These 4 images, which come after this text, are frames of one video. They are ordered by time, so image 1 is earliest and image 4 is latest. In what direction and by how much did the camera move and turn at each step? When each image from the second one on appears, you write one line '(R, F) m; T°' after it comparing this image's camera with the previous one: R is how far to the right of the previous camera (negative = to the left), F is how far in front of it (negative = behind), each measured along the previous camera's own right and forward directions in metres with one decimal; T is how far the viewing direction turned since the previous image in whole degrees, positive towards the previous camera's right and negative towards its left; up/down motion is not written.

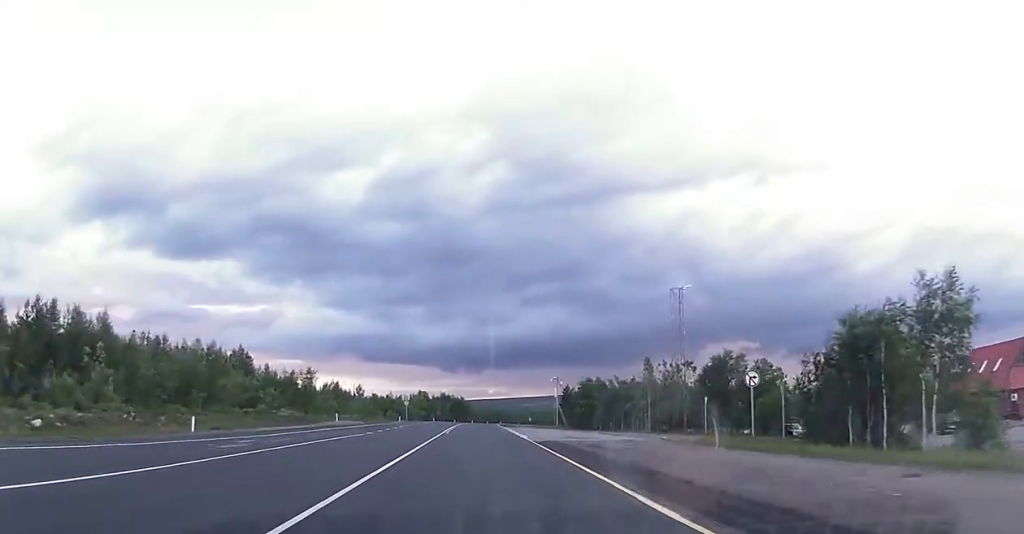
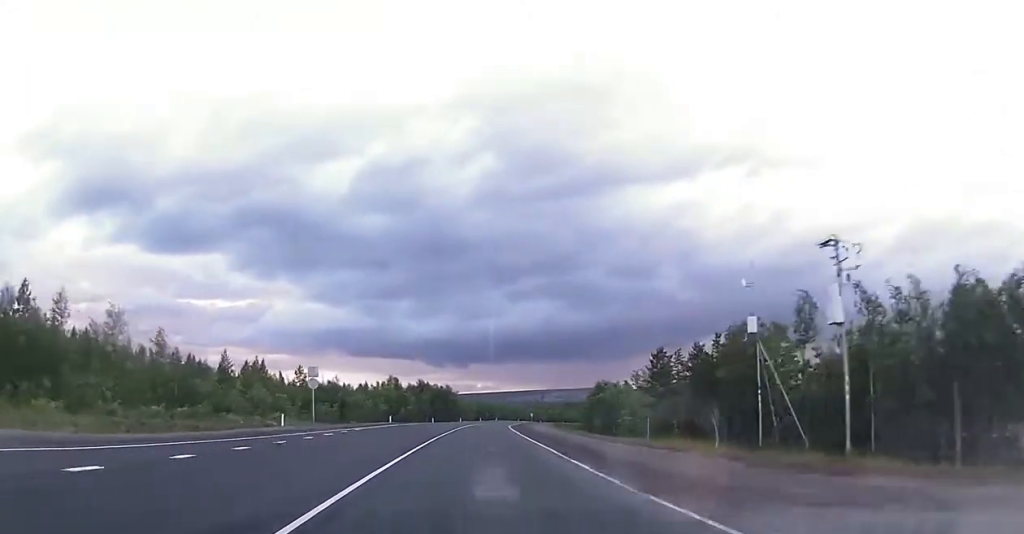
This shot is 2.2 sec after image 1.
(0.0, +56.7) m; 0°
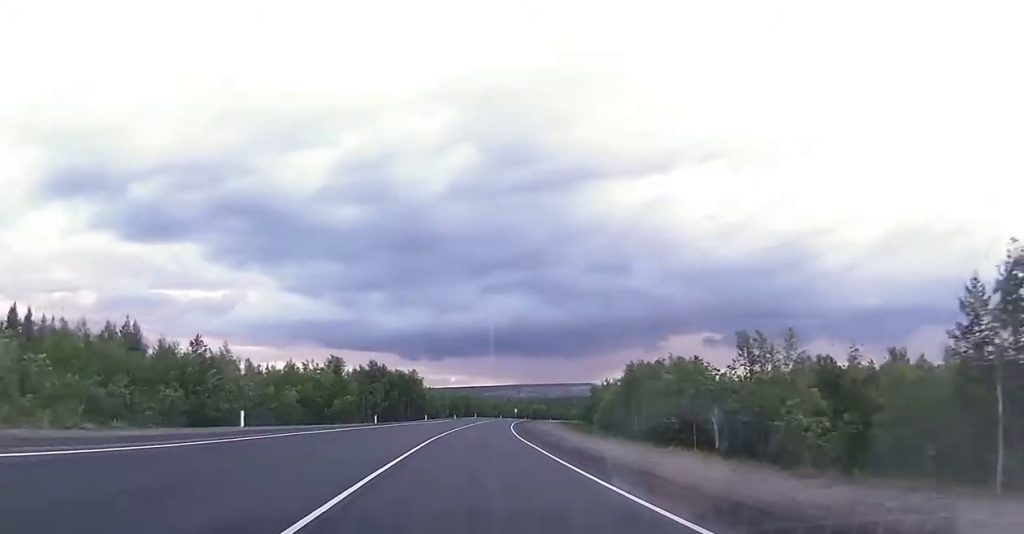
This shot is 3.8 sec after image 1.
(+0.5, +41.4) m; +2°
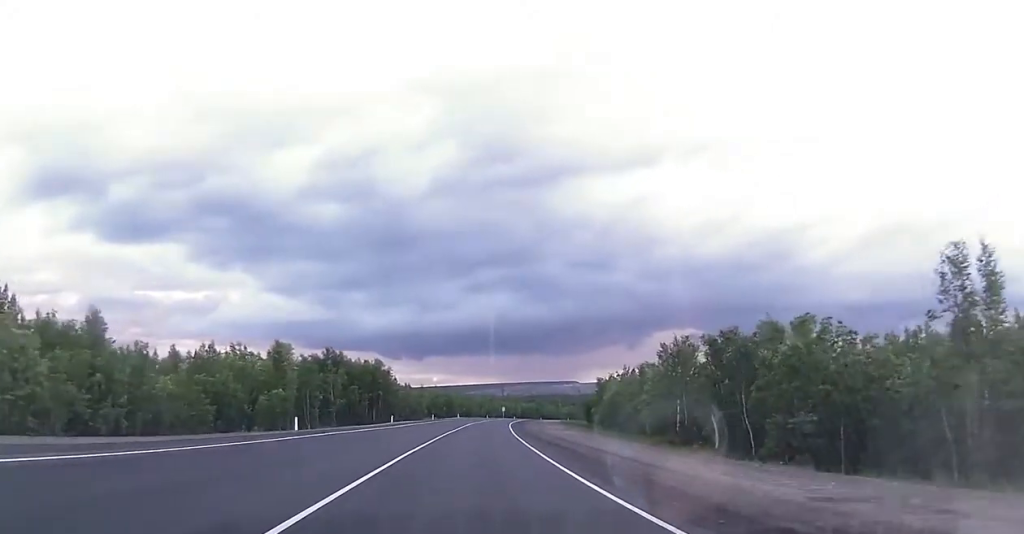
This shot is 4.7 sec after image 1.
(0.0, +23.5) m; +1°
